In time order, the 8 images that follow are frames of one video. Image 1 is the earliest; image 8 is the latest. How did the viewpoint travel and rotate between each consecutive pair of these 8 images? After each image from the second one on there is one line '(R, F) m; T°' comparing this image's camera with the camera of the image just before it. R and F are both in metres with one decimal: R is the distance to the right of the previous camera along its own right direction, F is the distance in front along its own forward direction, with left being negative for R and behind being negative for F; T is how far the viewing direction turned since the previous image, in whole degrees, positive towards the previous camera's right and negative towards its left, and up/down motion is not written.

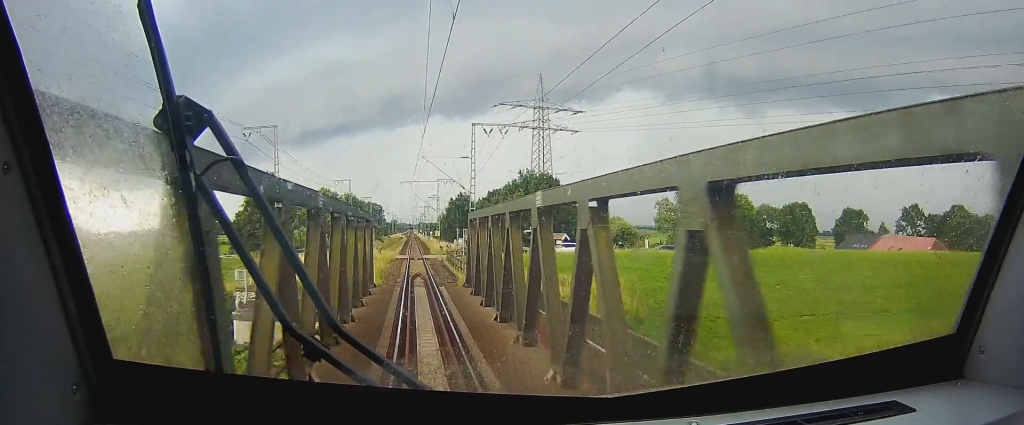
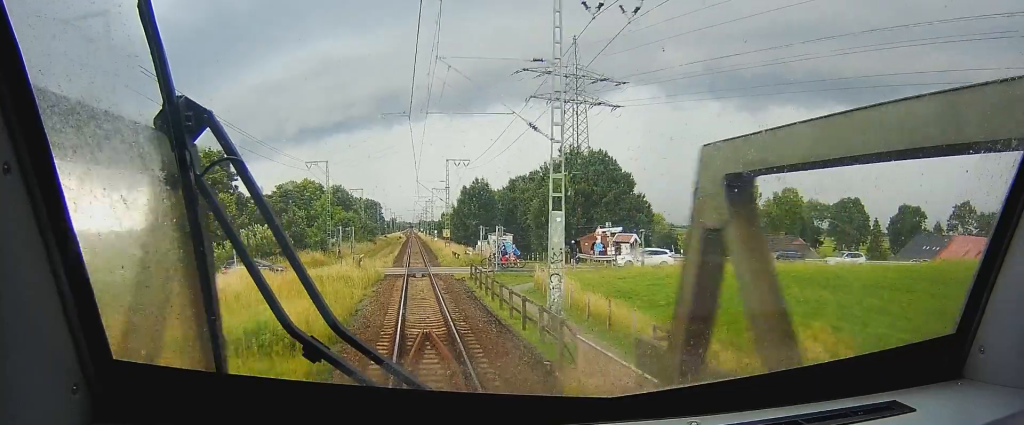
(0.0, +26.7) m; 0°
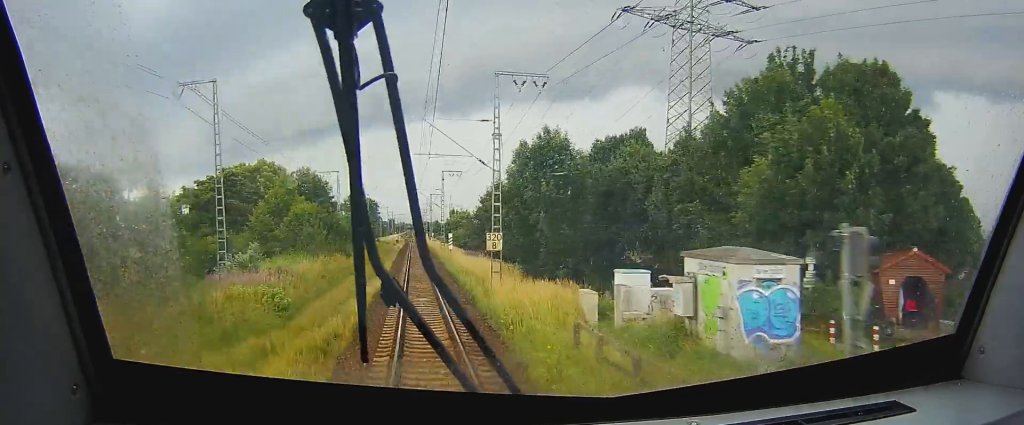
(+0.1, +43.5) m; 0°
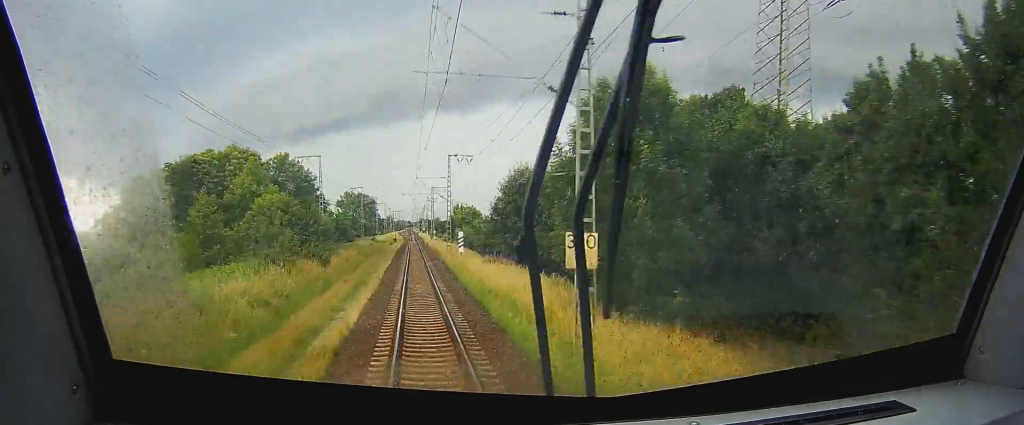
(0.0, +15.7) m; 0°
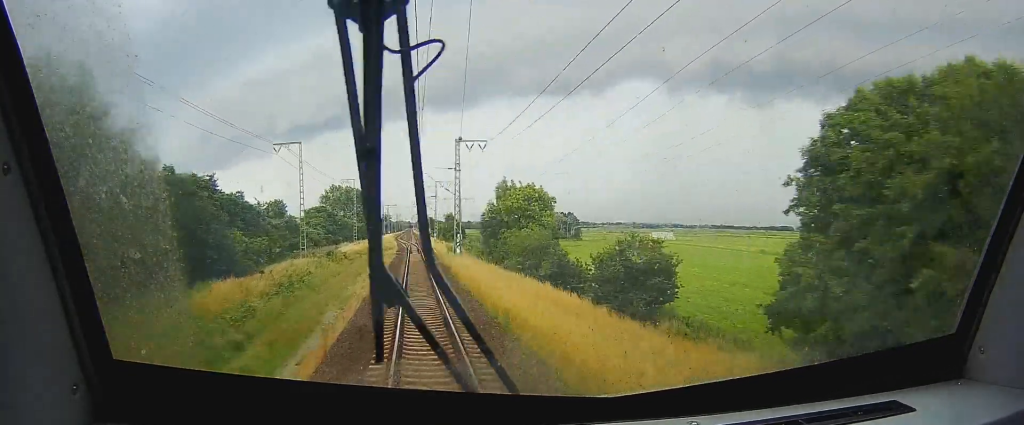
(-0.2, +68.3) m; 0°
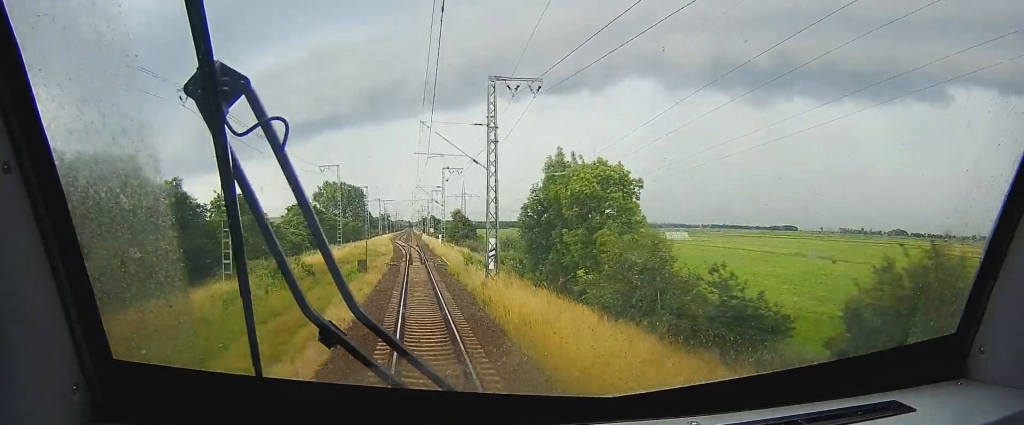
(+0.1, +24.6) m; 0°
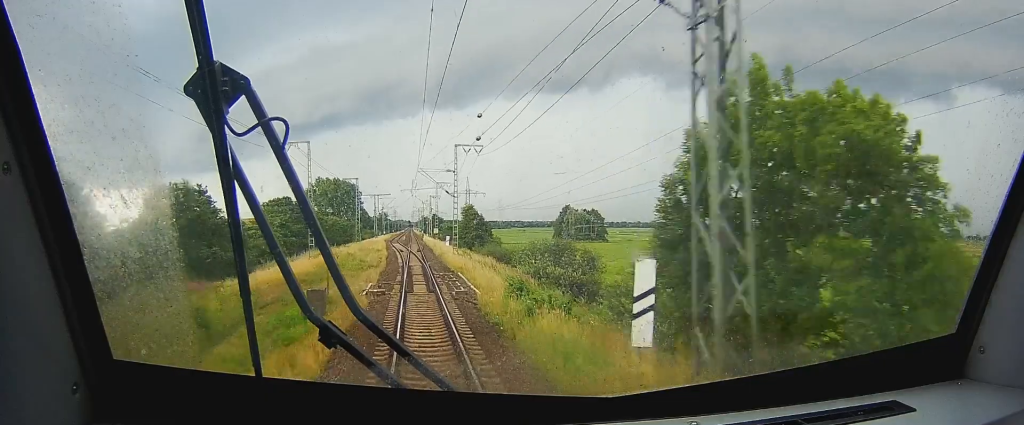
(0.0, +23.5) m; 0°
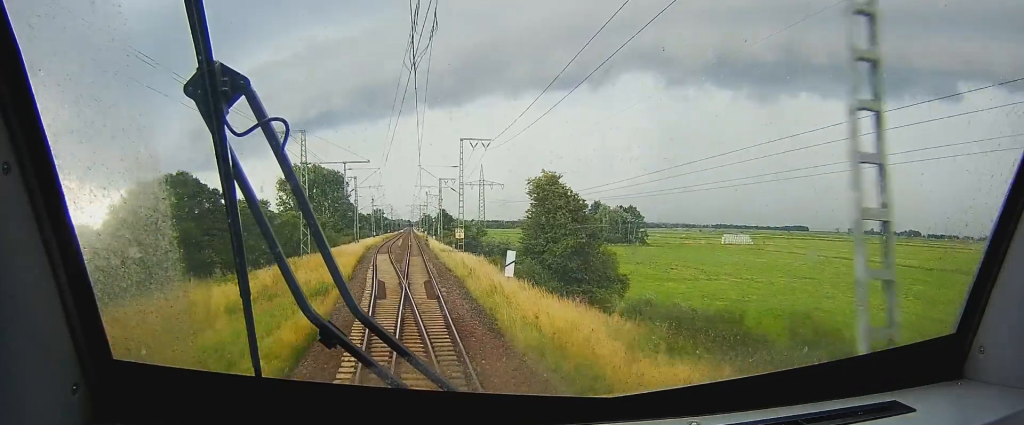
(+0.1, +56.7) m; 0°
